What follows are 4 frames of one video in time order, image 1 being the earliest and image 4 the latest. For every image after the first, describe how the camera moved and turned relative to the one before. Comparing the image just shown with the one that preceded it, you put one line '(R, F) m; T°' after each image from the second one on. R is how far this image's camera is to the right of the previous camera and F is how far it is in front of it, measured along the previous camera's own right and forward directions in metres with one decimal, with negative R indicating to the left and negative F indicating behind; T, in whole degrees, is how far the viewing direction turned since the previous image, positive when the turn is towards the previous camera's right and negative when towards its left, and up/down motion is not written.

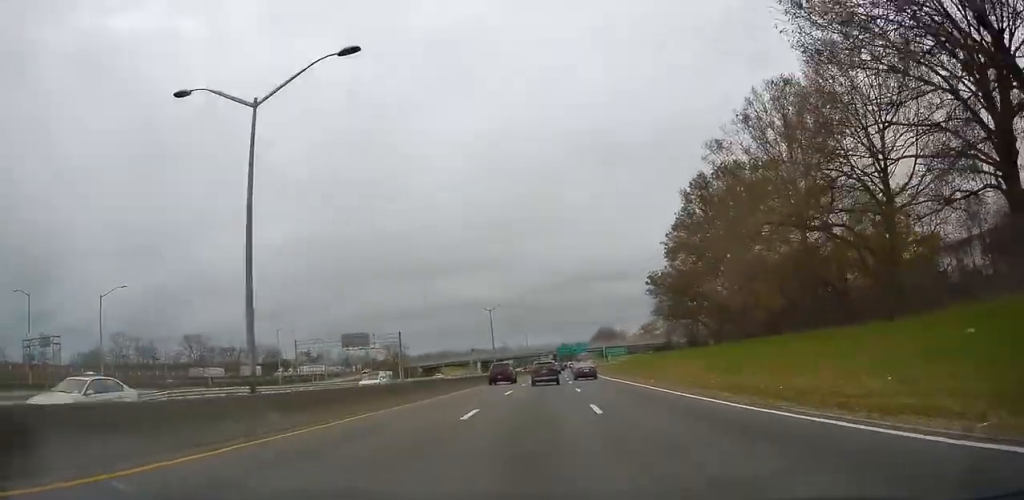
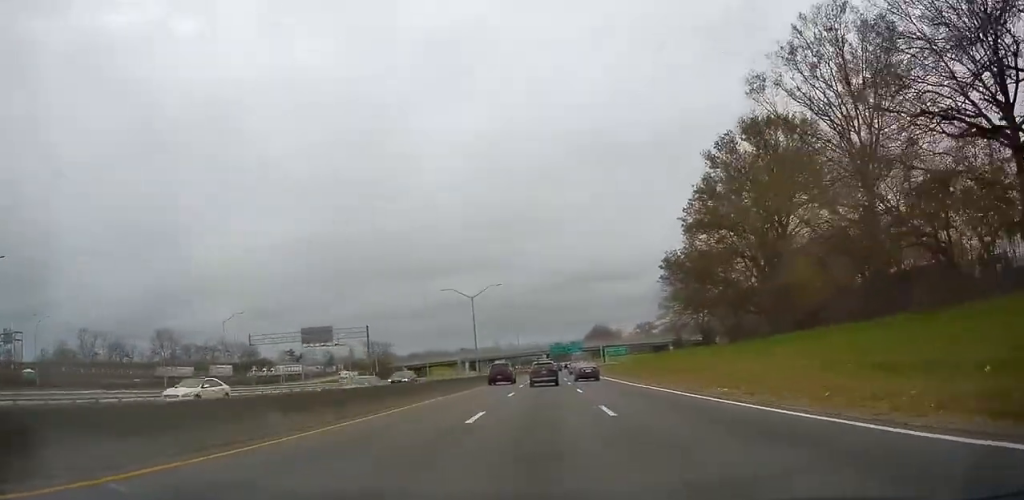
(0.0, +13.7) m; 0°
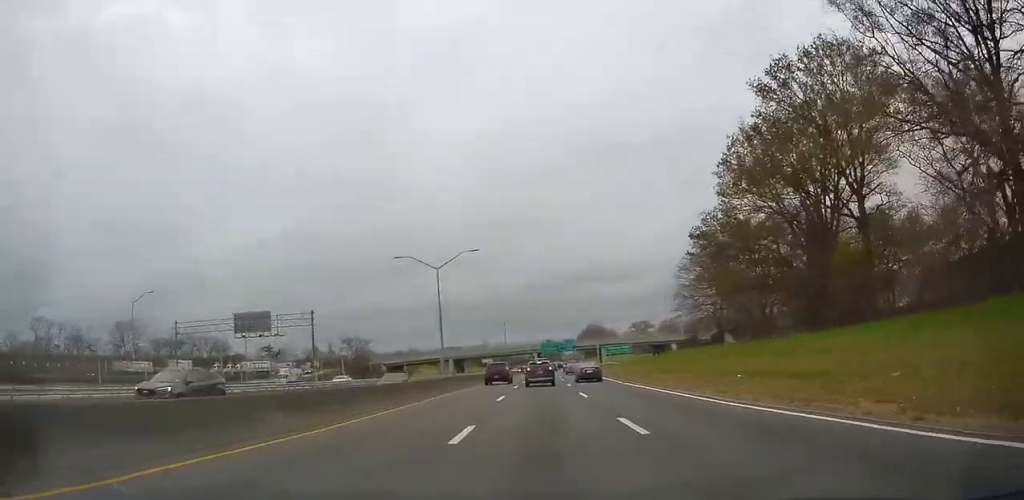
(0.0, +16.5) m; +2°
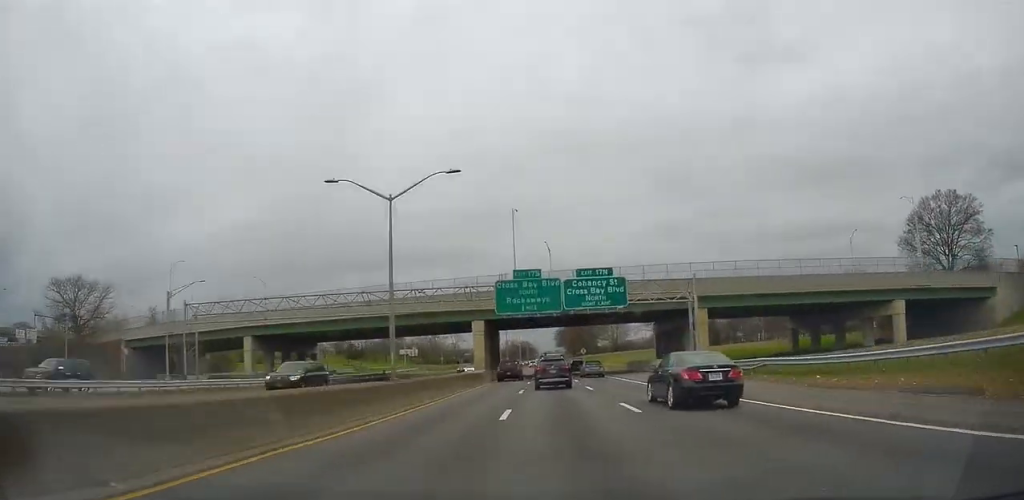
(+8.7, +126.9) m; +7°
